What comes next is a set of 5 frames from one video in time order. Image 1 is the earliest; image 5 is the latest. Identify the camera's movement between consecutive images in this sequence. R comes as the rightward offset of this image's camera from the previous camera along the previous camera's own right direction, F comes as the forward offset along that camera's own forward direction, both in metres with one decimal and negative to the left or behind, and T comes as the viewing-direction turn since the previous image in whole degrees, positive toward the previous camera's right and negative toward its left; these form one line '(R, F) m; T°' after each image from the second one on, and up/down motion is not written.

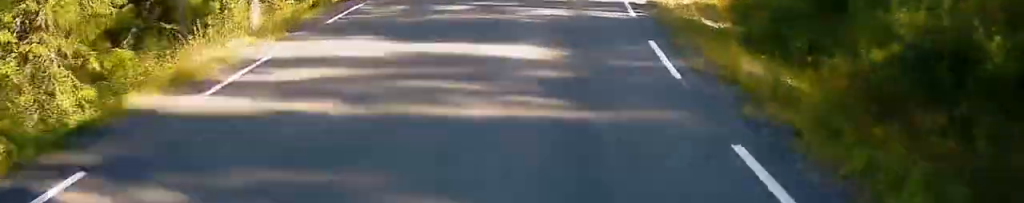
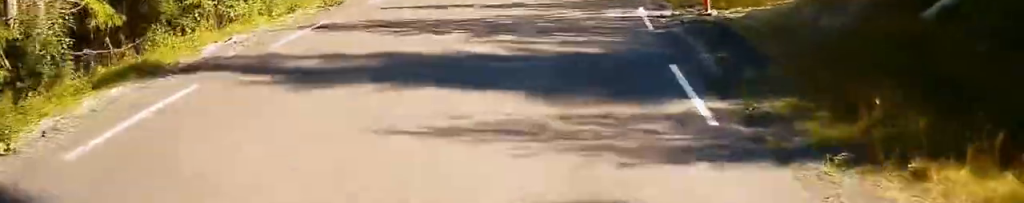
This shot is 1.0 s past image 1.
(0.0, +14.4) m; 0°
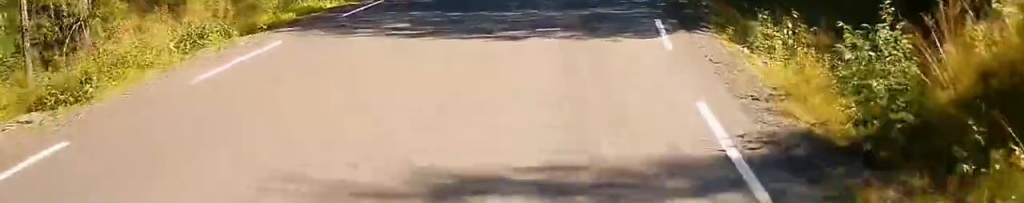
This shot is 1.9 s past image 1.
(0.0, +14.1) m; +2°
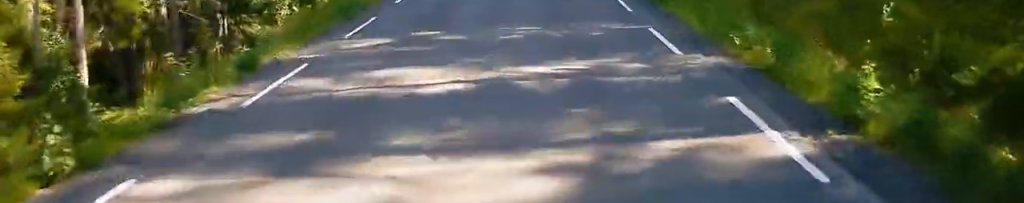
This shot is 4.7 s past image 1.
(+5.7, +40.2) m; +15°
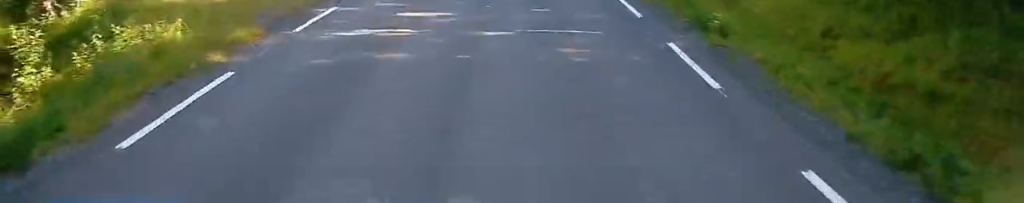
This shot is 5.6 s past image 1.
(+0.8, +15.0) m; +2°
